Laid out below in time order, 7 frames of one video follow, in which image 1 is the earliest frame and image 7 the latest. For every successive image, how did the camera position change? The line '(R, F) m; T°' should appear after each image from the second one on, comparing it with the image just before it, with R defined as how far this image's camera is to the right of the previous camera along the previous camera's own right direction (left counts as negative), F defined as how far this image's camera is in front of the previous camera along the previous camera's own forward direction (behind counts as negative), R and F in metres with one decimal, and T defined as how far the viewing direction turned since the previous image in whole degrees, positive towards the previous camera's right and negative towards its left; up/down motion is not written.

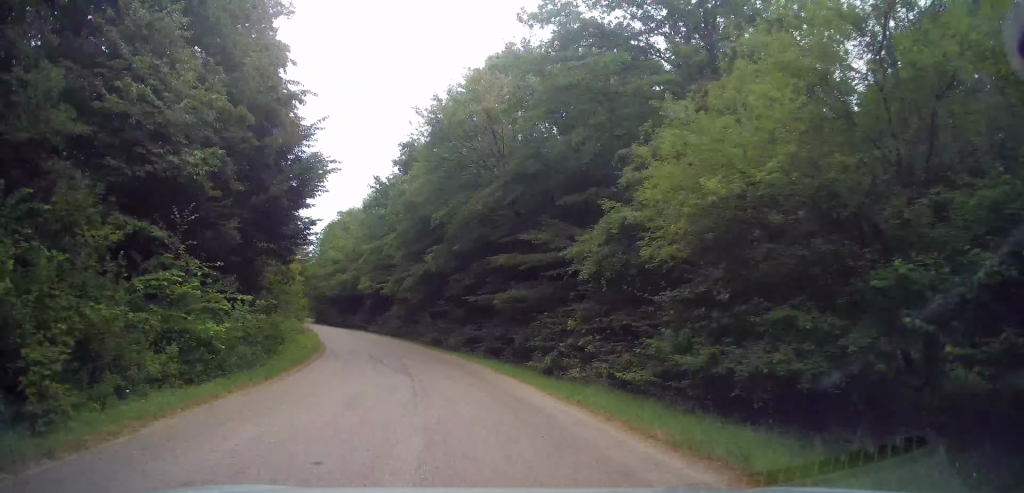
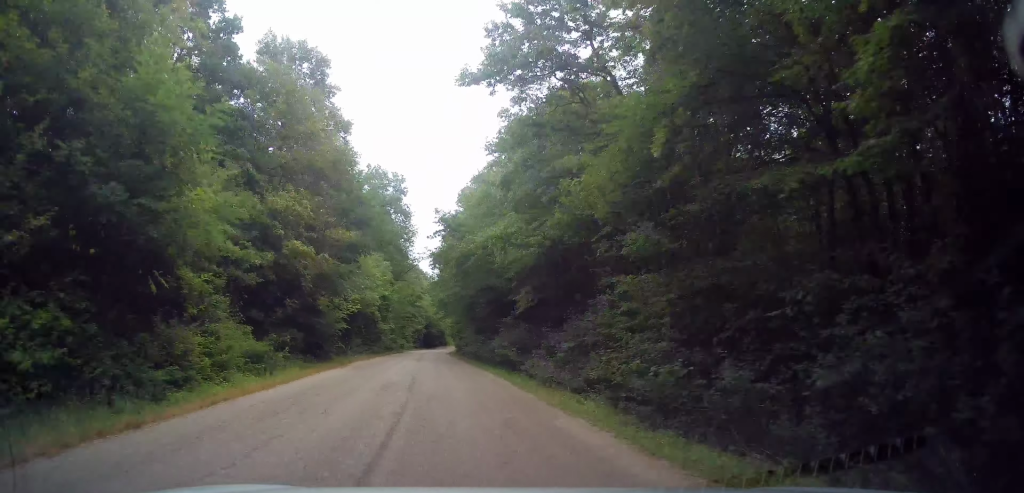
(-5.6, +34.0) m; -16°
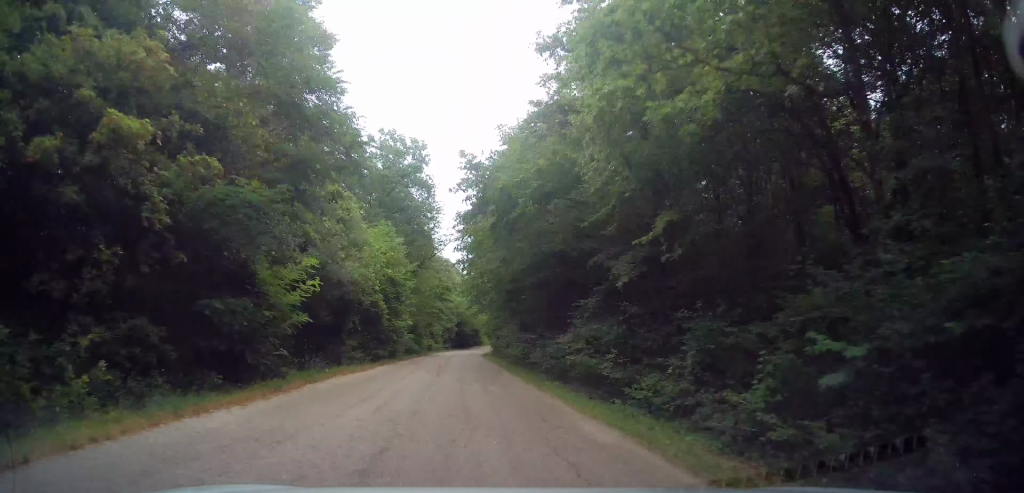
(-0.1, +10.5) m; -3°
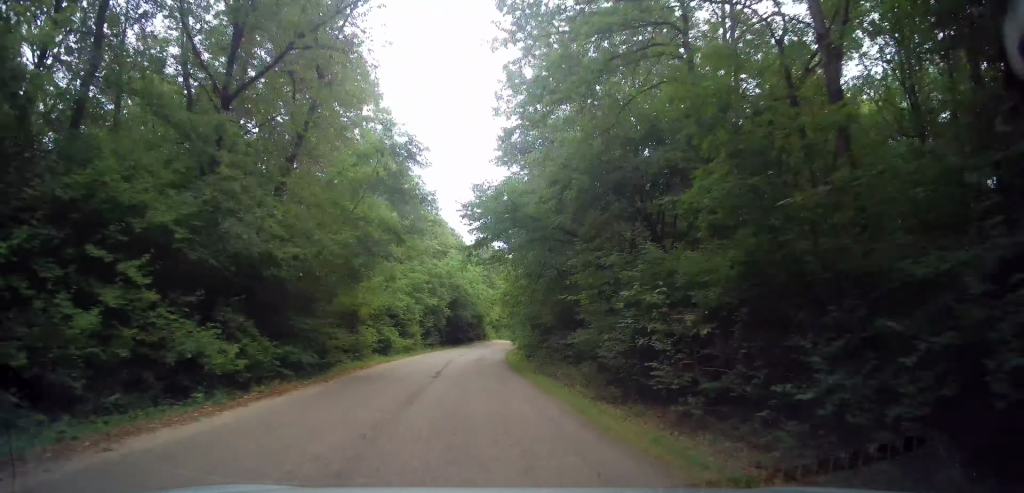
(-0.6, +37.0) m; 0°
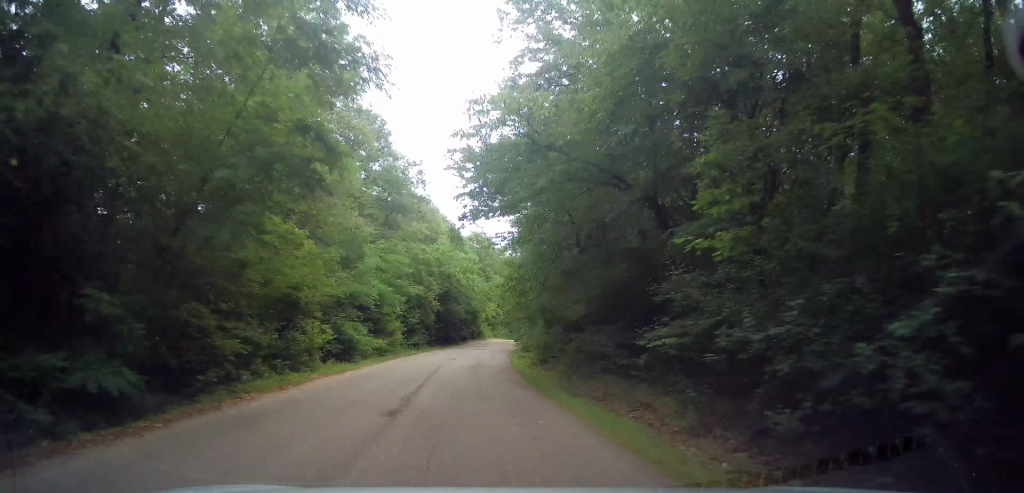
(-0.1, +7.7) m; 0°
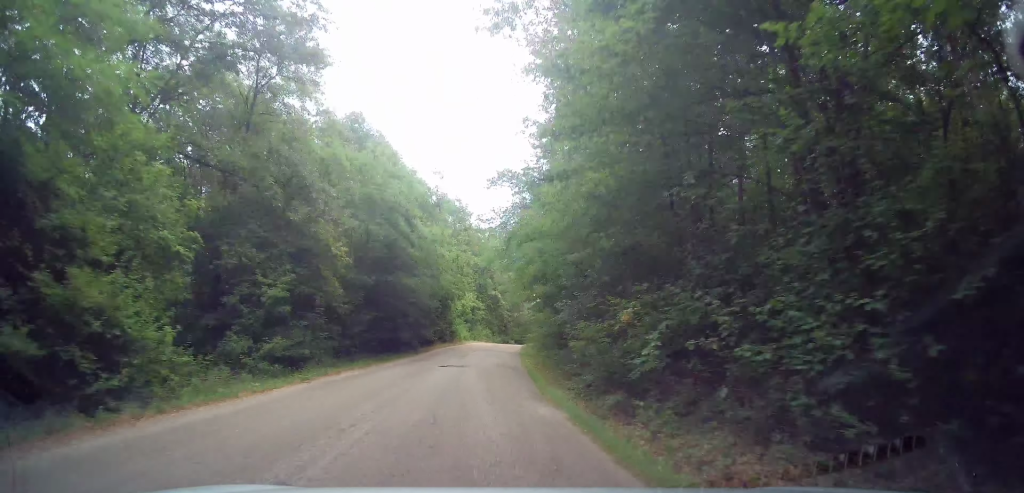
(-0.1, +21.6) m; +1°
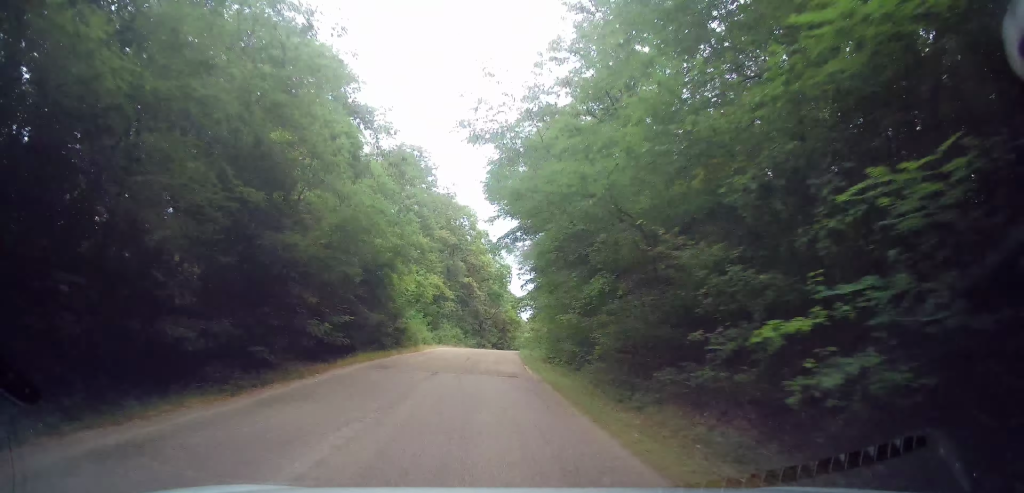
(+0.3, +15.7) m; +2°
